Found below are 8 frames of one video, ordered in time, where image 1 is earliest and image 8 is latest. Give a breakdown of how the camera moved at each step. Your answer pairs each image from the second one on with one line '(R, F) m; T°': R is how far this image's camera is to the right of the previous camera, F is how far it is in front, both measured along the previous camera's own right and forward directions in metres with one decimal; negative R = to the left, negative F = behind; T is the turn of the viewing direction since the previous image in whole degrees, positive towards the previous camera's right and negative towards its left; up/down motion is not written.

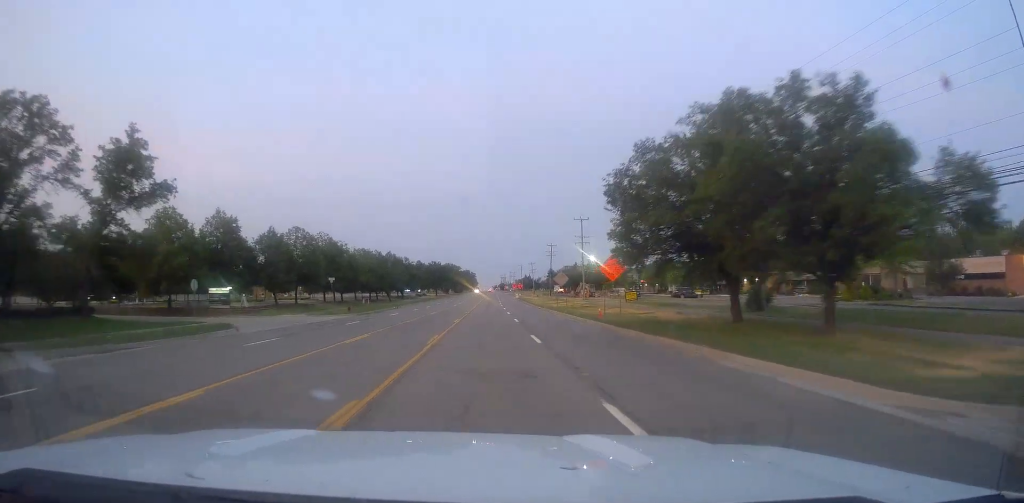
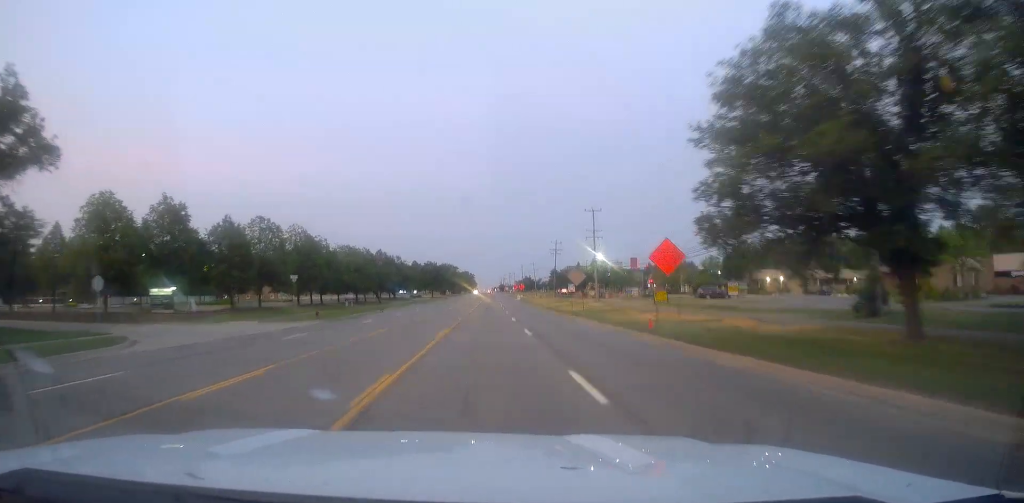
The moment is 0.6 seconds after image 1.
(-0.3, +11.6) m; 0°
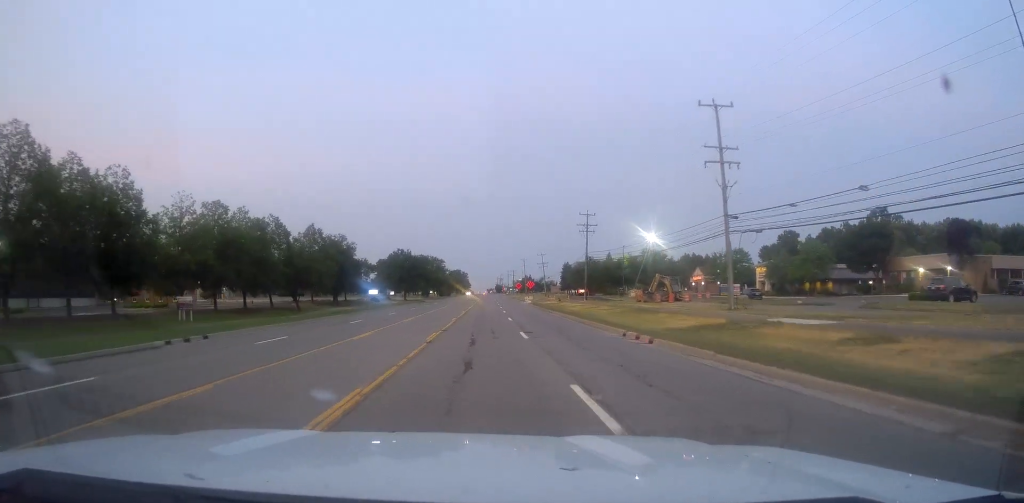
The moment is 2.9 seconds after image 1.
(+1.0, +48.3) m; +1°
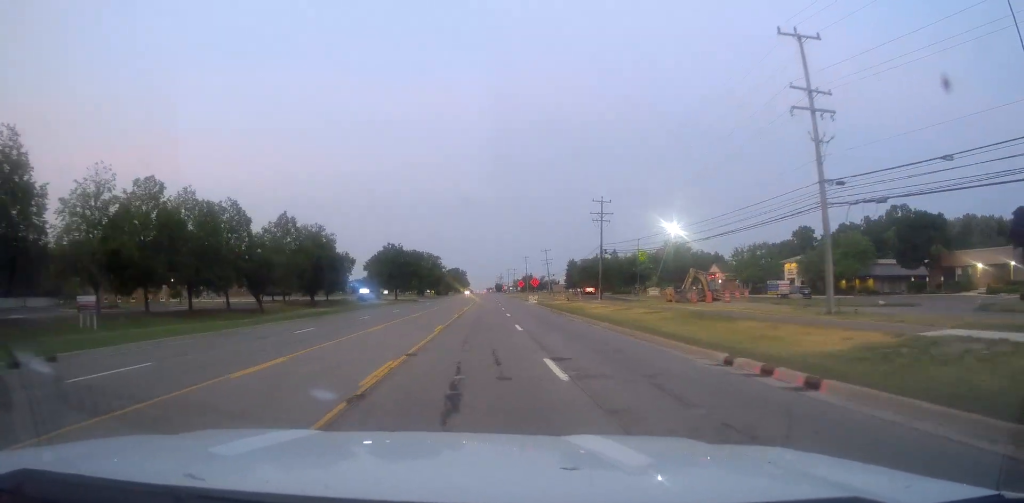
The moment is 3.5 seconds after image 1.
(+0.3, +11.6) m; -1°
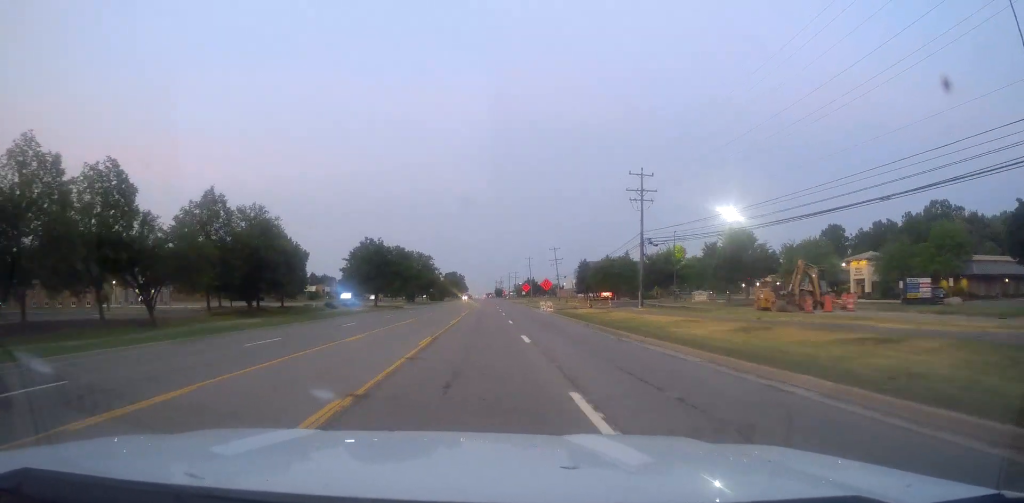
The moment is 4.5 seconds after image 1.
(-0.8, +20.6) m; 0°
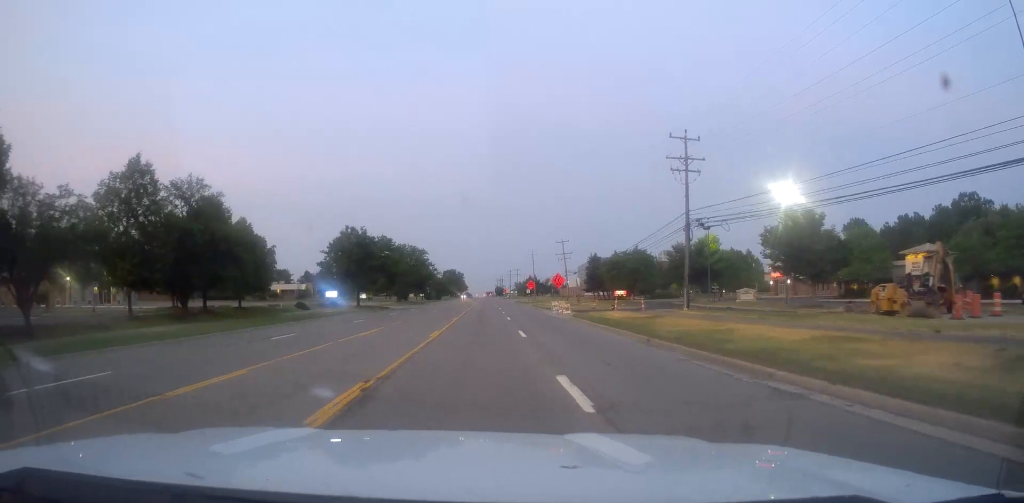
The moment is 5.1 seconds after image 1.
(+0.5, +13.0) m; +1°
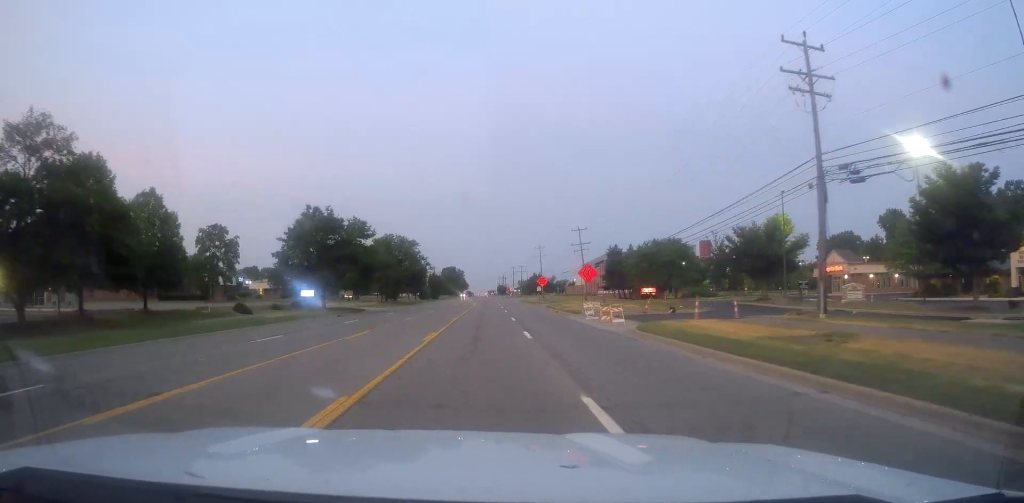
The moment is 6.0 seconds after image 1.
(+0.1, +18.4) m; 0°
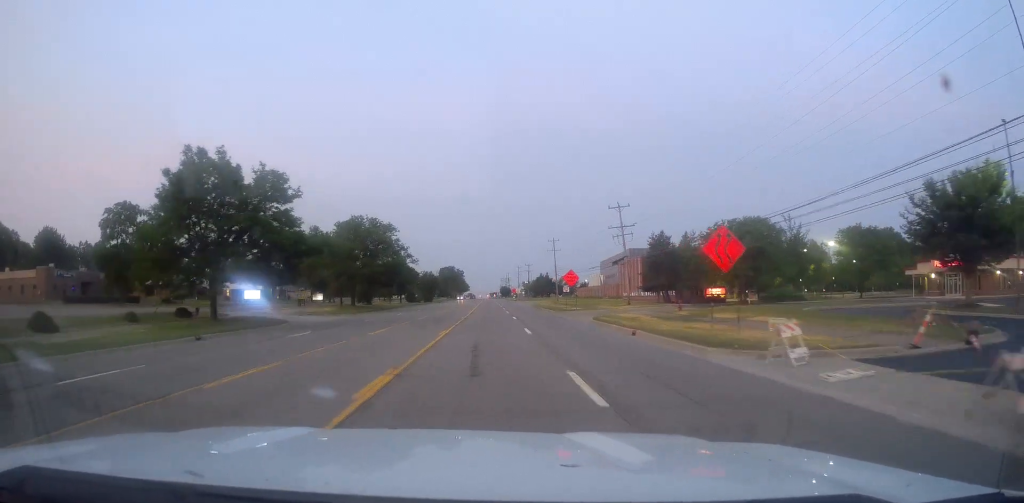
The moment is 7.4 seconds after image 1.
(+0.2, +27.2) m; +1°
